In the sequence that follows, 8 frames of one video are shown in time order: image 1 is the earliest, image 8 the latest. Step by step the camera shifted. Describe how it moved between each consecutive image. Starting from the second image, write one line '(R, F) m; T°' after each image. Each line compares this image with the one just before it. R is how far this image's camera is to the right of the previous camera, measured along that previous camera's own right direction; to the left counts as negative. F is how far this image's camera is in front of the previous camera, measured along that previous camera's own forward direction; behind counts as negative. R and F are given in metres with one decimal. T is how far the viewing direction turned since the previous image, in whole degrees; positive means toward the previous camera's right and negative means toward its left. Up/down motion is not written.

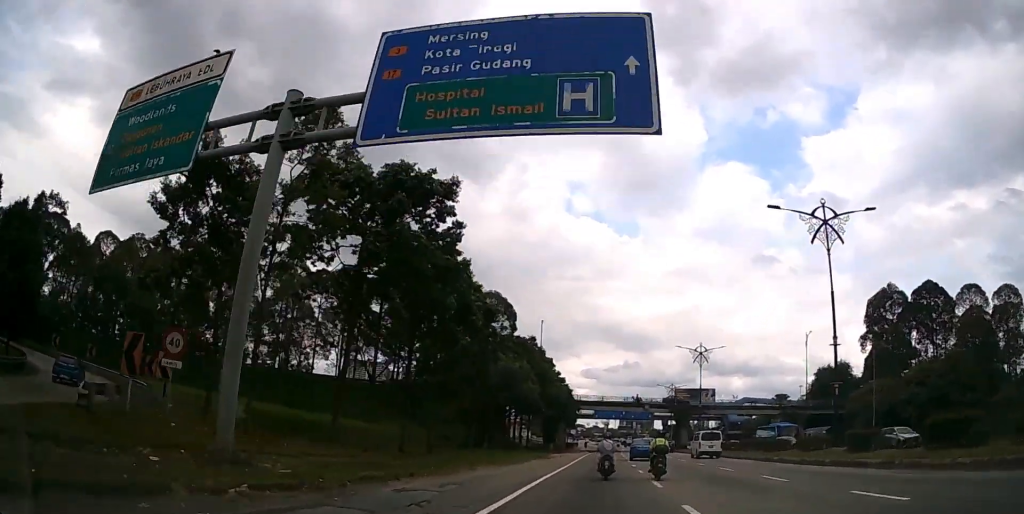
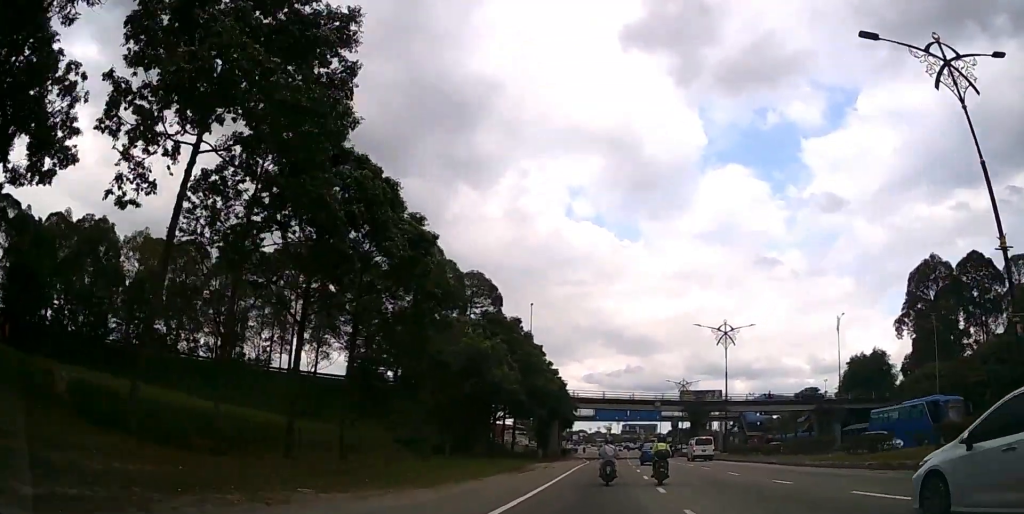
(+0.1, +14.3) m; 0°
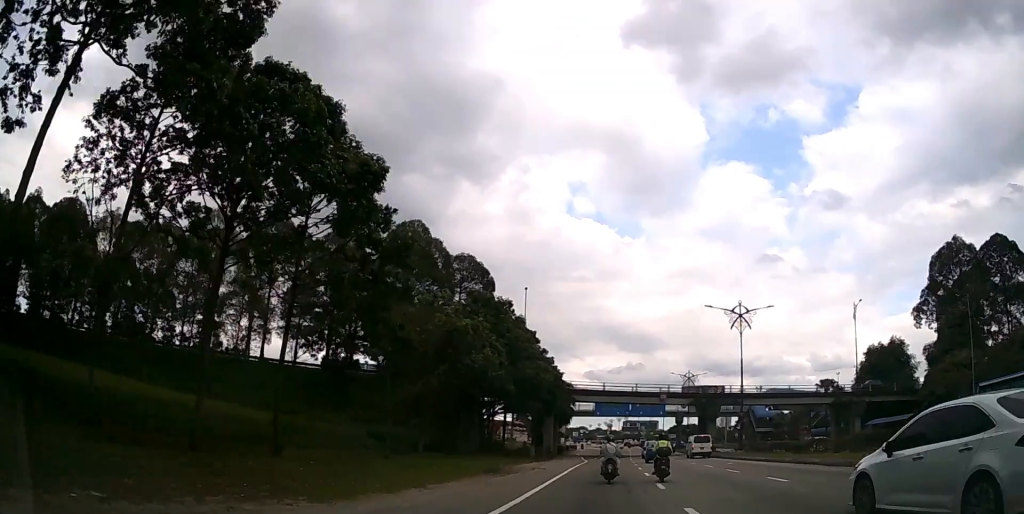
(0.0, +5.9) m; 0°
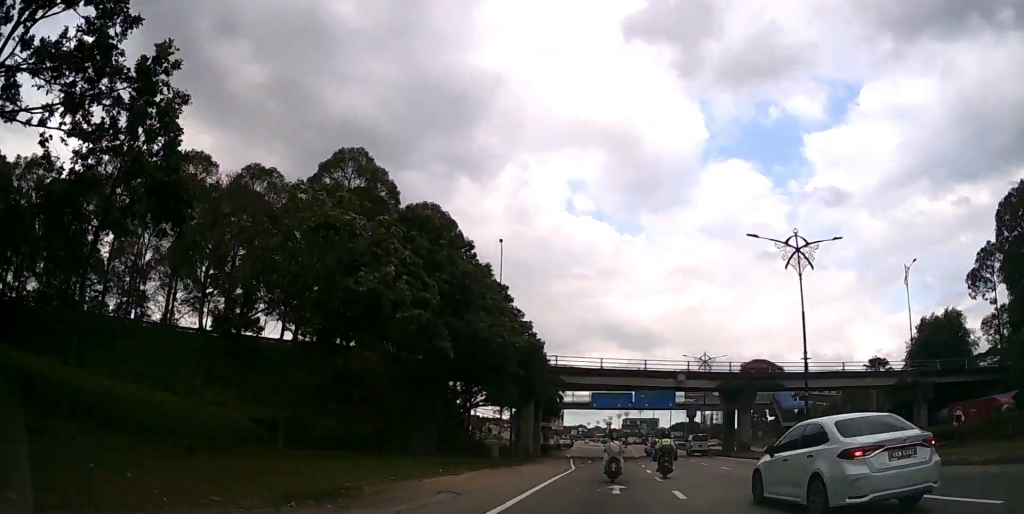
(0.0, +16.0) m; 0°
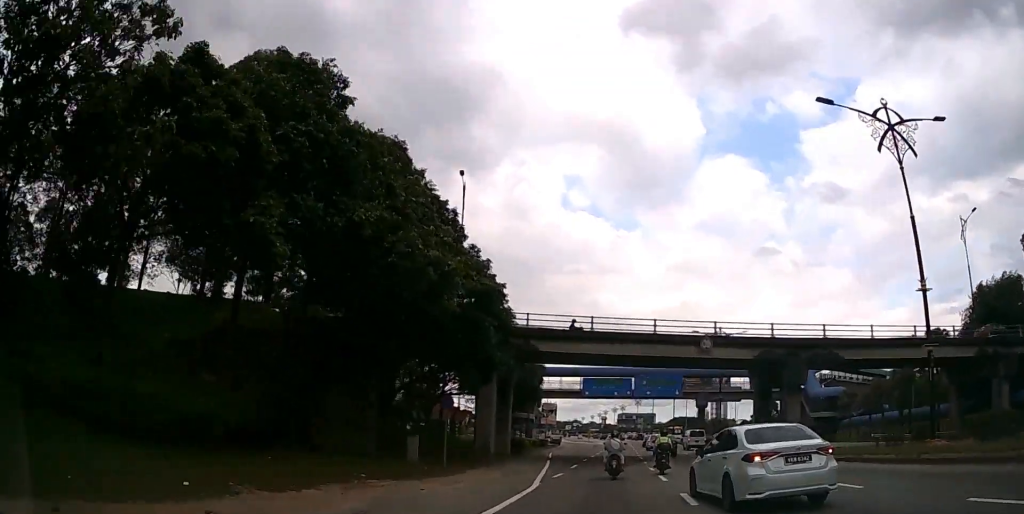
(0.0, +14.2) m; 0°
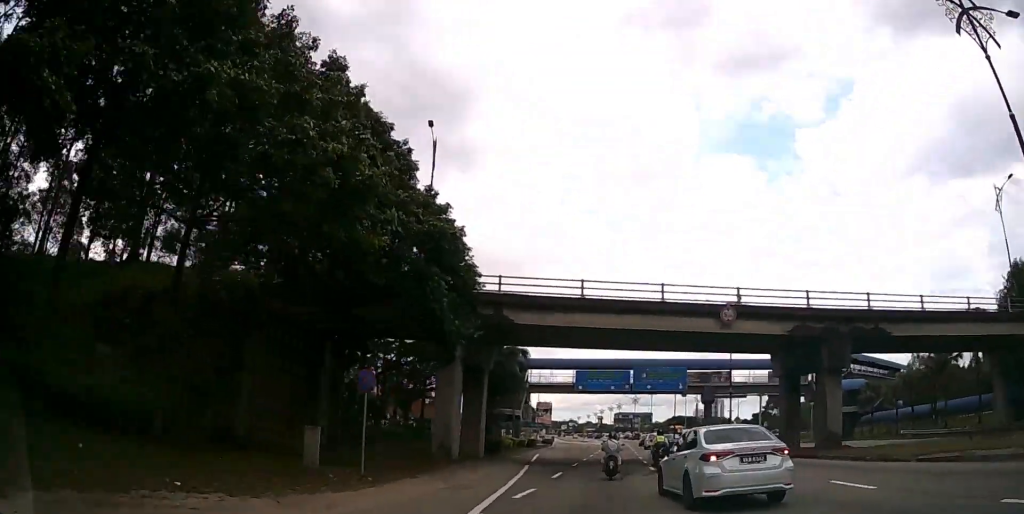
(0.0, +6.6) m; 0°
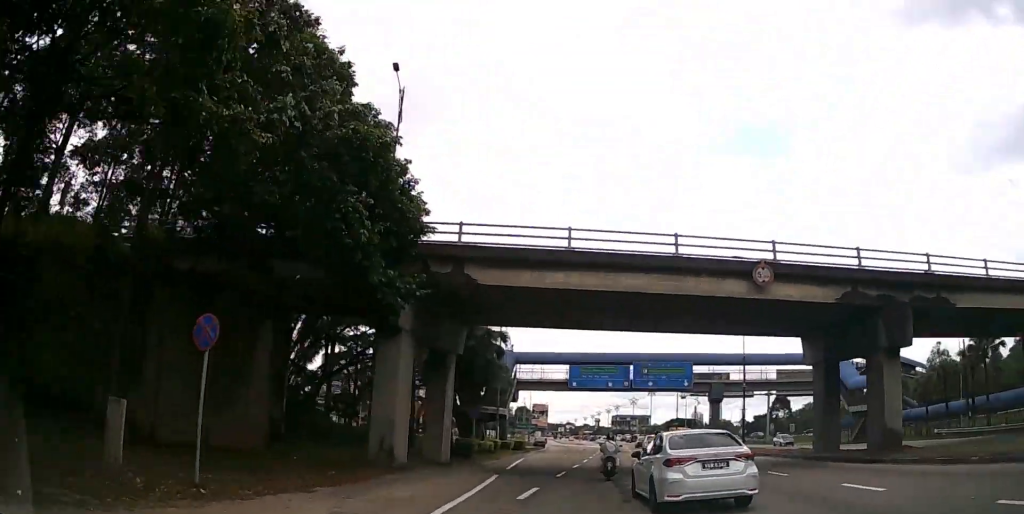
(+0.1, +7.0) m; 0°
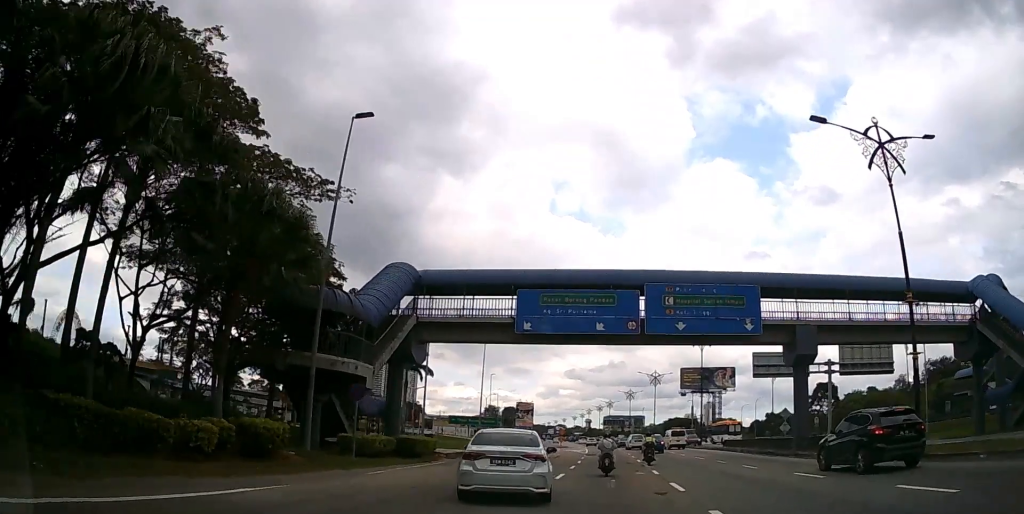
(+0.4, +29.1) m; +1°
